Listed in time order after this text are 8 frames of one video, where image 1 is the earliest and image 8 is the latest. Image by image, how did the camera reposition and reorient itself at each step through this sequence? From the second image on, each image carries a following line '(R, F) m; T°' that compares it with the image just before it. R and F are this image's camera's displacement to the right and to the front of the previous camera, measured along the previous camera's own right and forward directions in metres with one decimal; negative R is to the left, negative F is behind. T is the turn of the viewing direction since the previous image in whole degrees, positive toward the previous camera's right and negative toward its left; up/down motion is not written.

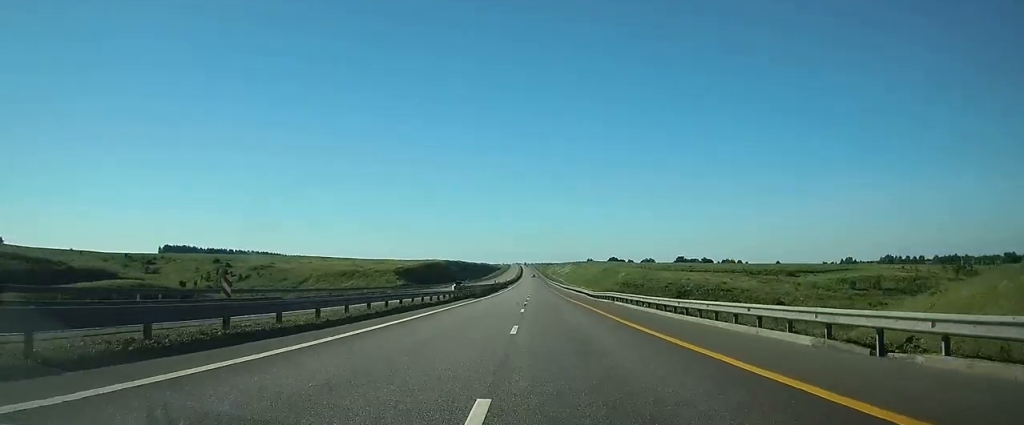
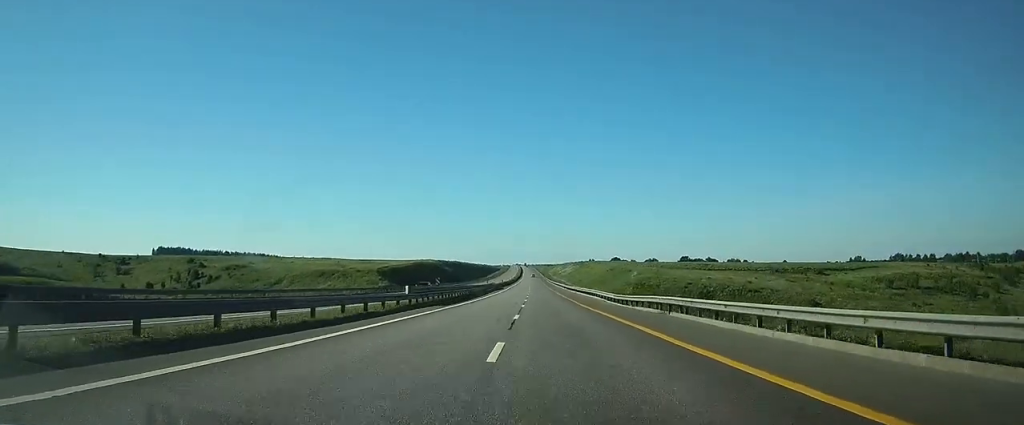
(0.0, +18.2) m; 0°
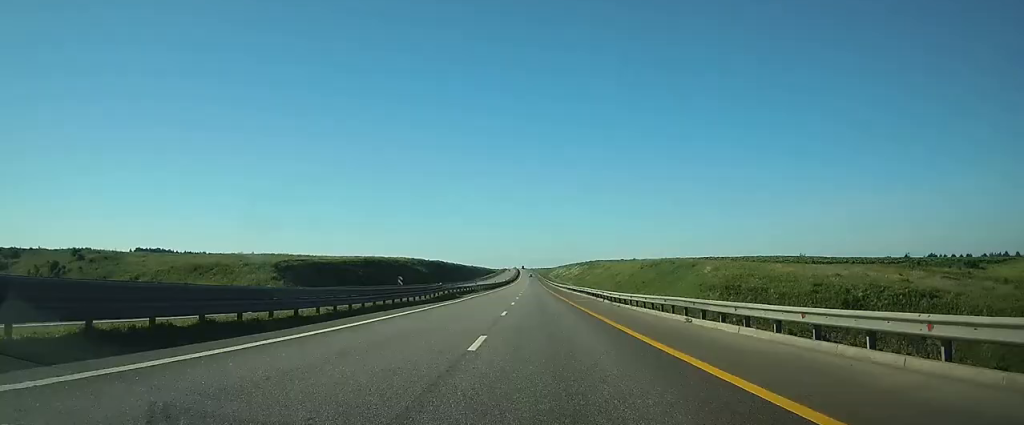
(-0.2, +58.6) m; 0°
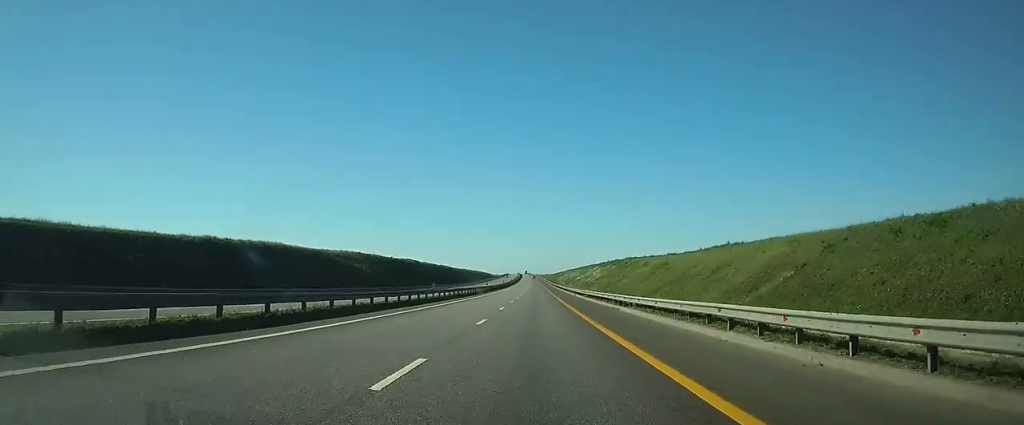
(-0.1, +77.1) m; 0°
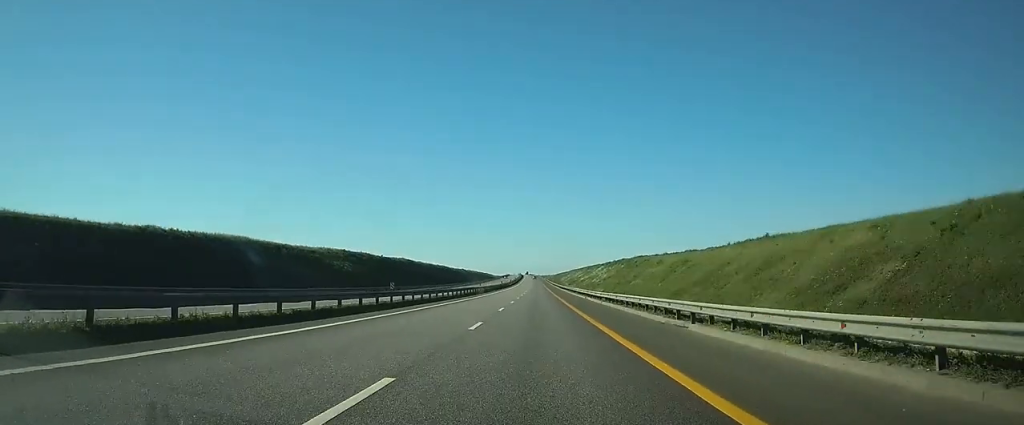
(0.0, +14.3) m; 0°
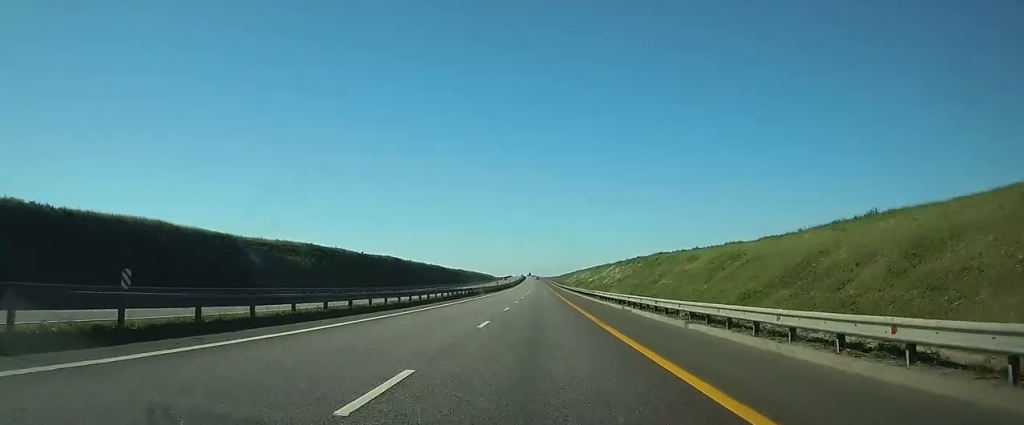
(0.0, +23.3) m; 0°
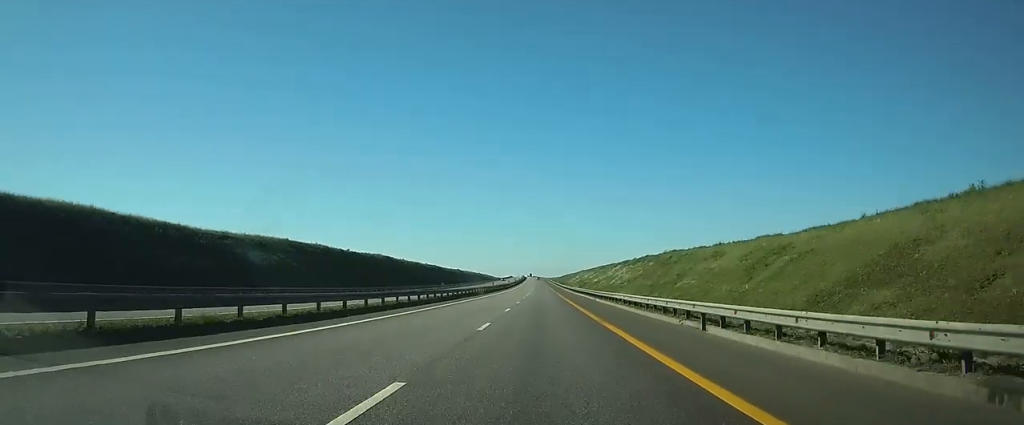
(0.0, +13.1) m; 0°
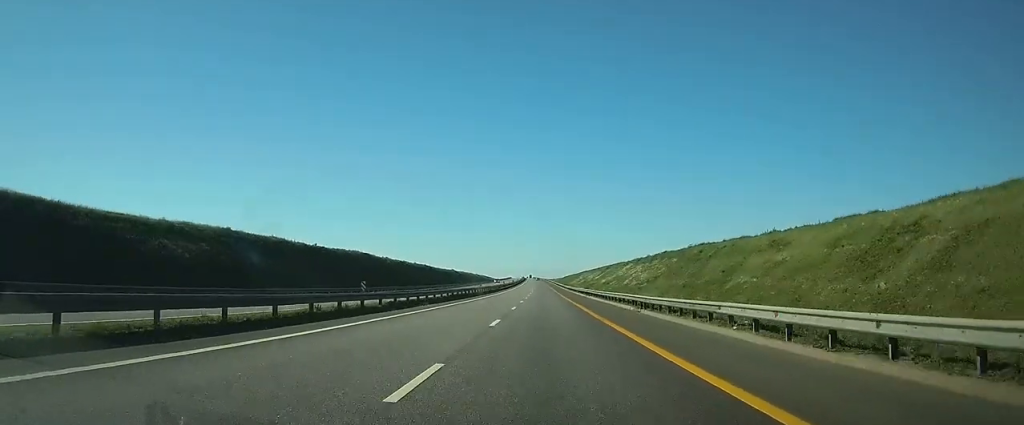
(0.0, +22.2) m; 0°
